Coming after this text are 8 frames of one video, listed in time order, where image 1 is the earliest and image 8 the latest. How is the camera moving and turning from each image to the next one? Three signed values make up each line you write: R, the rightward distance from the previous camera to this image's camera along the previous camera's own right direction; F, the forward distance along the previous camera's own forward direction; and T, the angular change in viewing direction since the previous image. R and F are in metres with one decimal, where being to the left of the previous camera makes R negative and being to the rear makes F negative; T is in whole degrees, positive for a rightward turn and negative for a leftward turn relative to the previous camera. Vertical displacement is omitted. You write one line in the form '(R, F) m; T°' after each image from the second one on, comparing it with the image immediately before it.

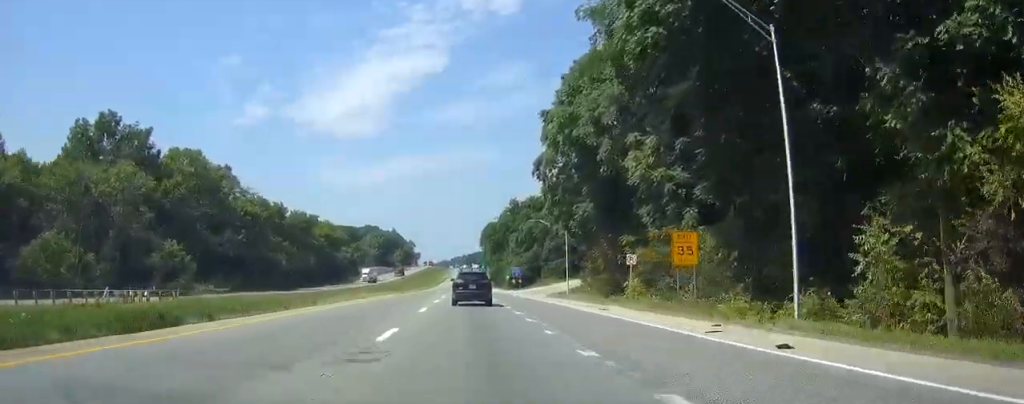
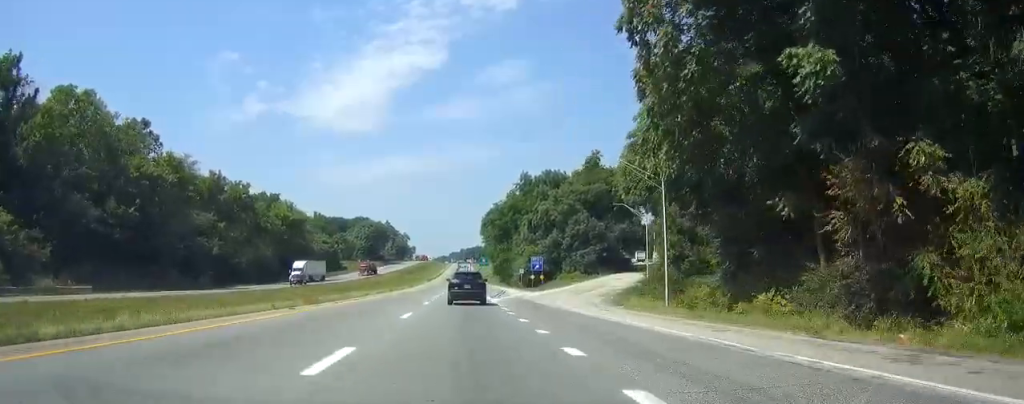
(+0.2, +41.6) m; +1°
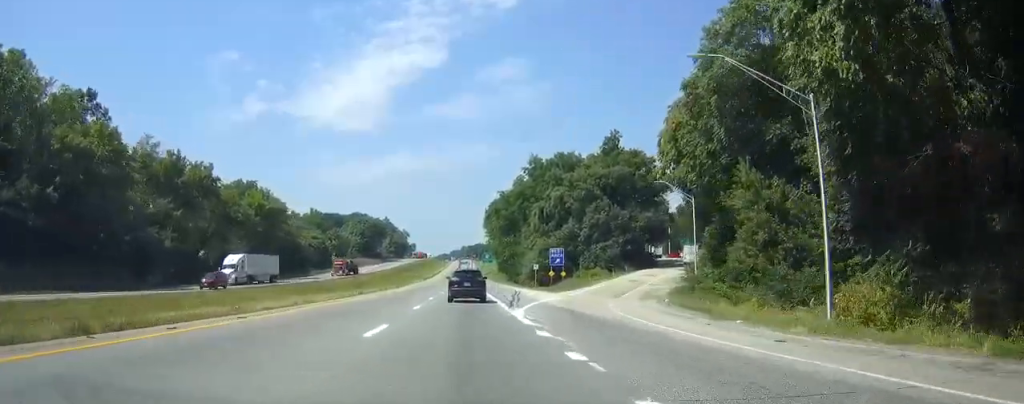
(+0.1, +19.2) m; 0°
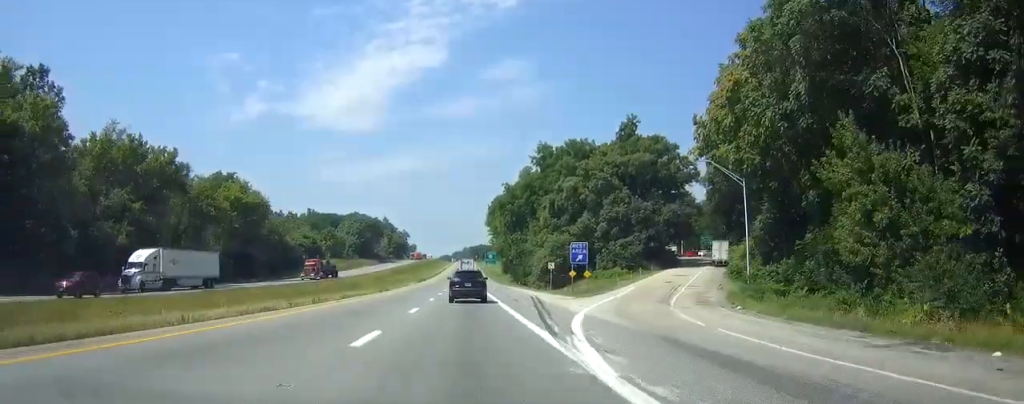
(0.0, +13.9) m; 0°
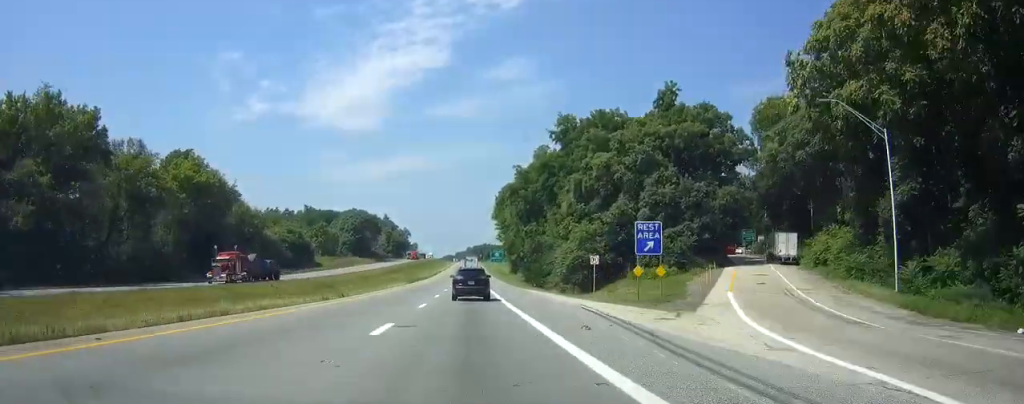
(0.0, +22.5) m; 0°
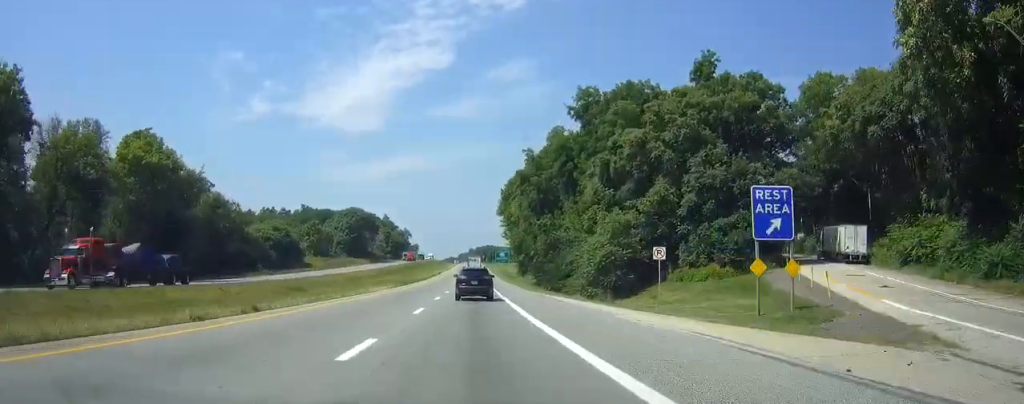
(-0.1, +16.2) m; 0°
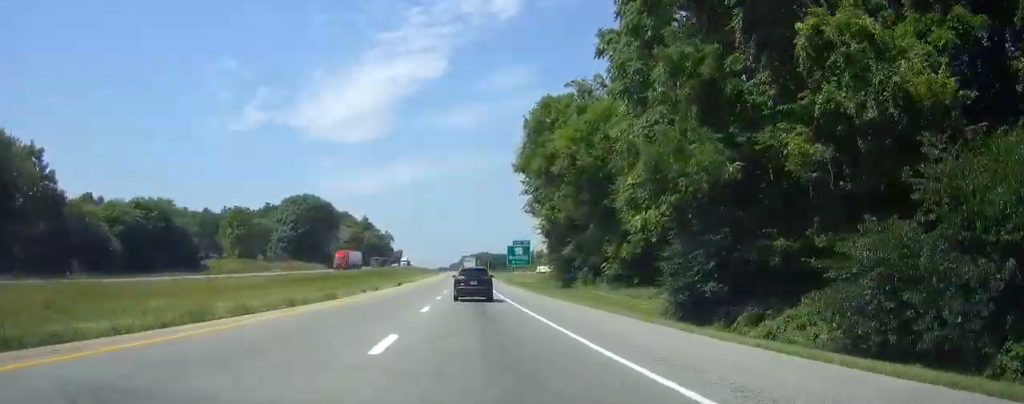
(-0.9, +72.4) m; -1°
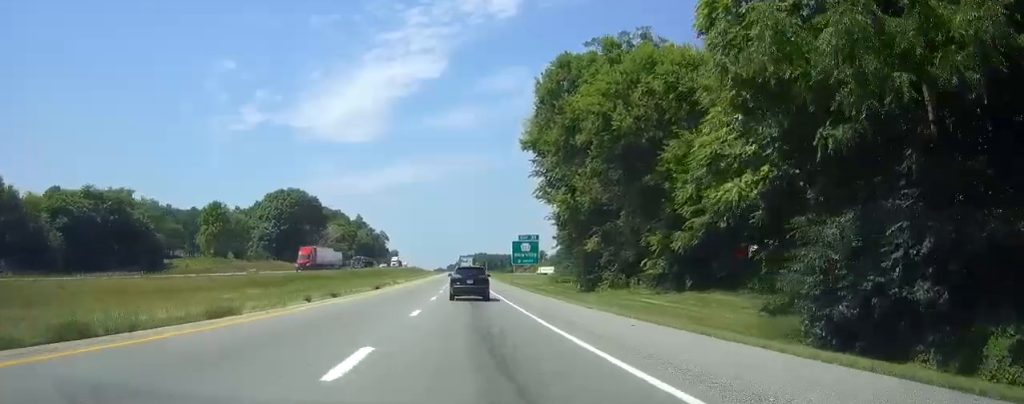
(0.0, +15.1) m; 0°
